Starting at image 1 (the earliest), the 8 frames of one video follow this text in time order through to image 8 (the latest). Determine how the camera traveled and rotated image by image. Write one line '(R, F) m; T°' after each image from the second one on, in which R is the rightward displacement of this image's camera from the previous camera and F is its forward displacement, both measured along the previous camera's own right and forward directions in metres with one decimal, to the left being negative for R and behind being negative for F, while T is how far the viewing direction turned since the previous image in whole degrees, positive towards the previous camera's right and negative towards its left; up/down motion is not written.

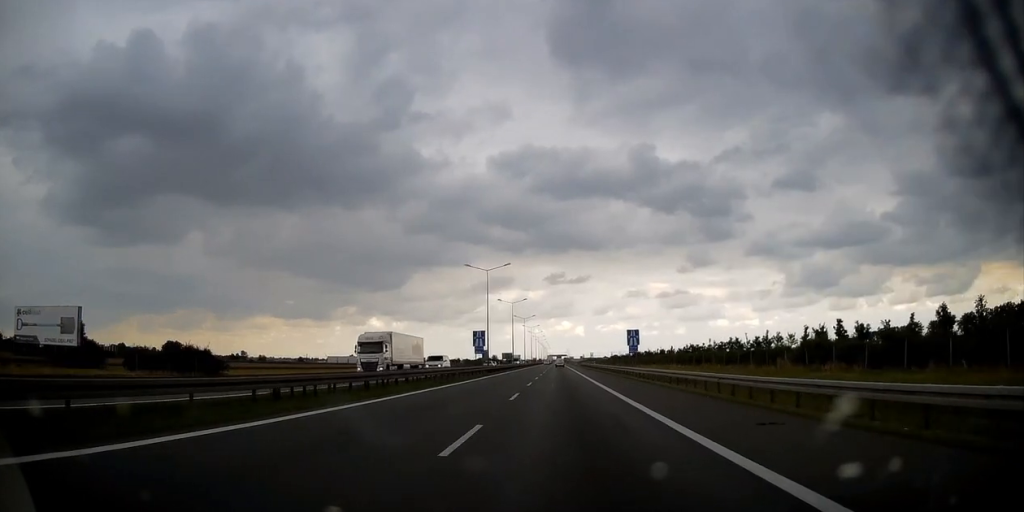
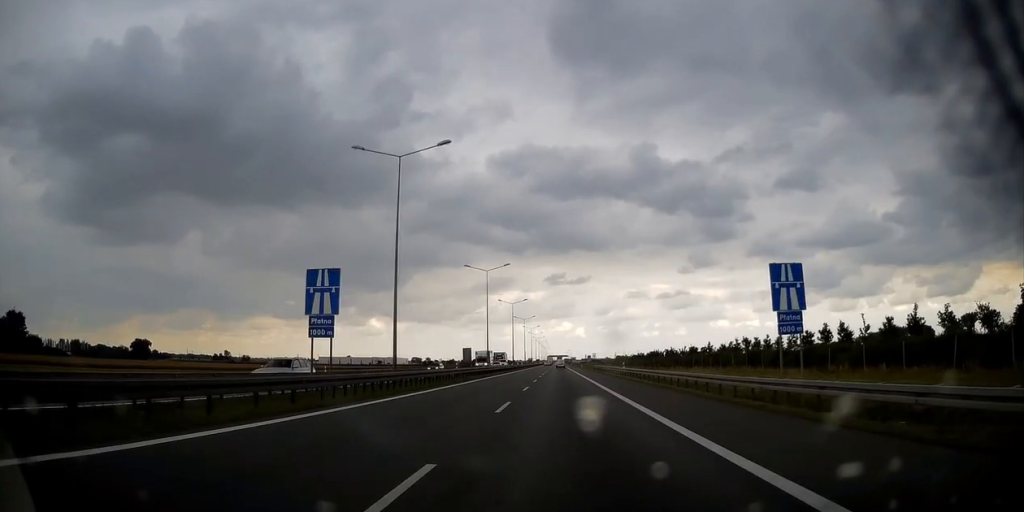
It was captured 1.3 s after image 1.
(+0.3, +40.7) m; +1°
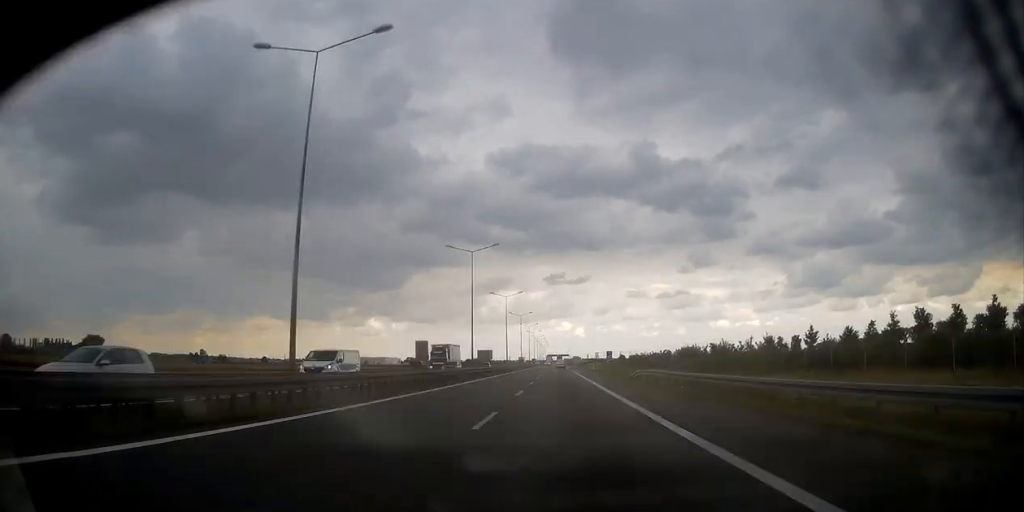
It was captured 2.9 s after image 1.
(0.0, +50.9) m; 0°
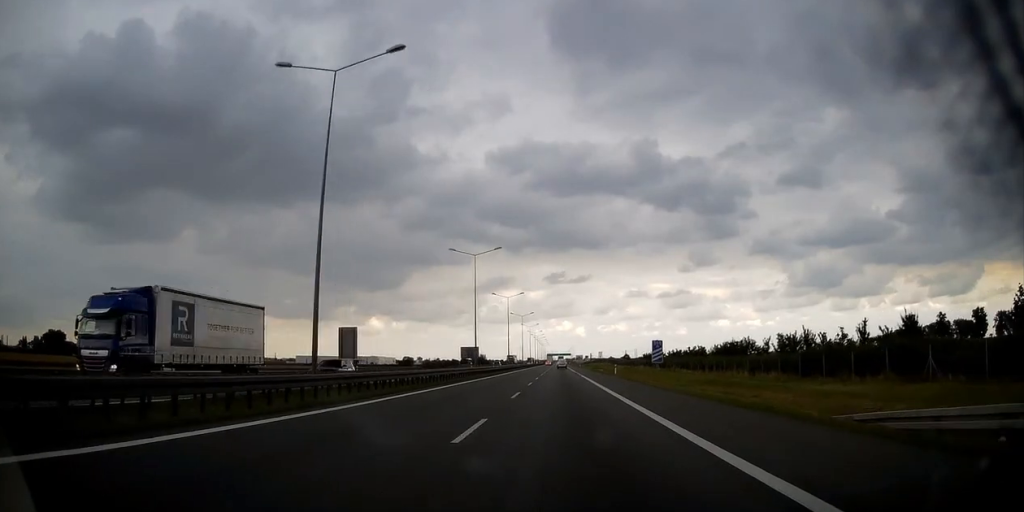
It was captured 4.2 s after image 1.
(-0.3, +38.1) m; 0°
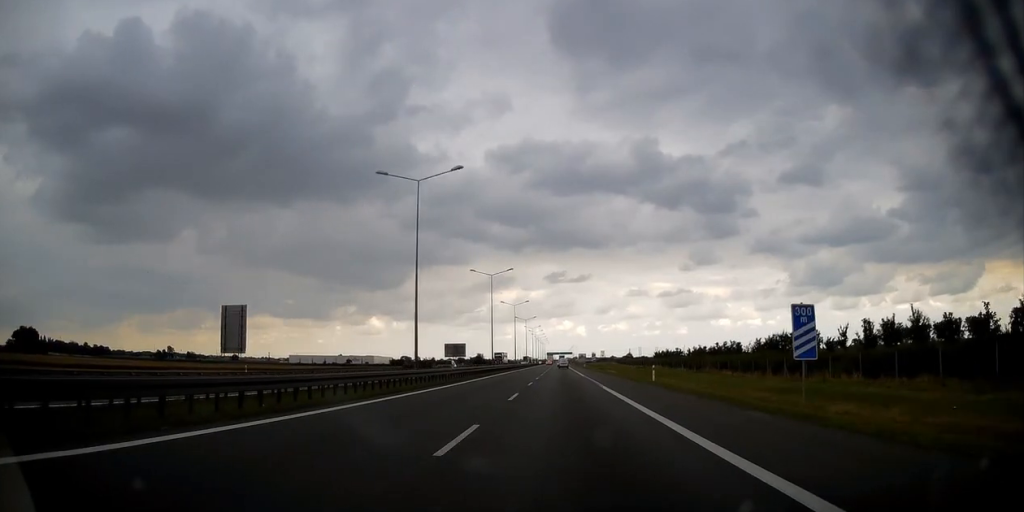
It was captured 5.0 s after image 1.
(+0.3, +25.5) m; 0°
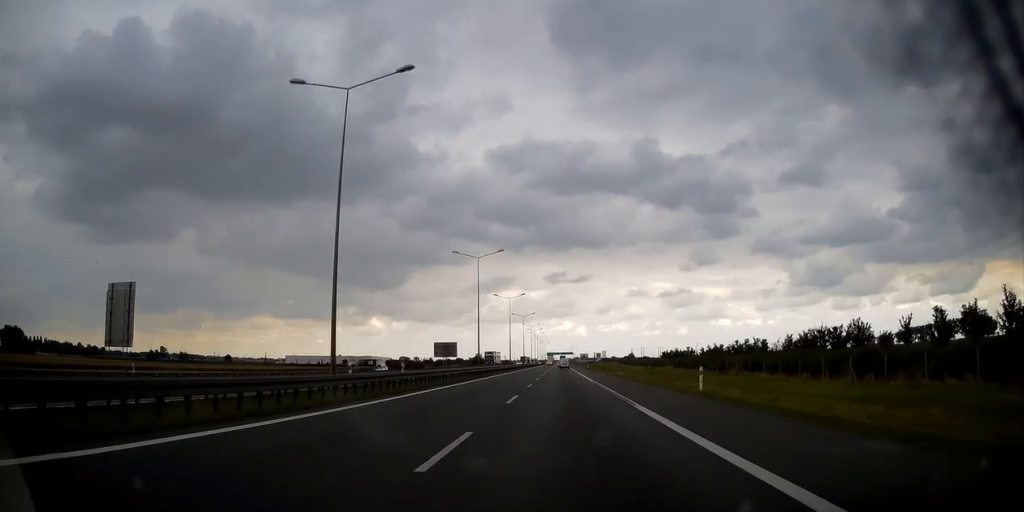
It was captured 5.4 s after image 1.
(0.0, +13.2) m; 0°
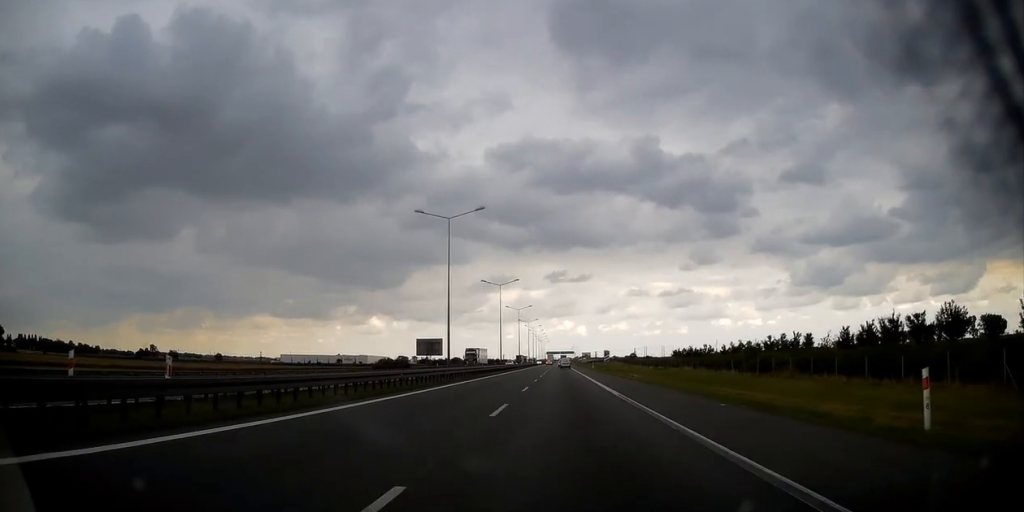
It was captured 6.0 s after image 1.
(-0.2, +17.1) m; 0°
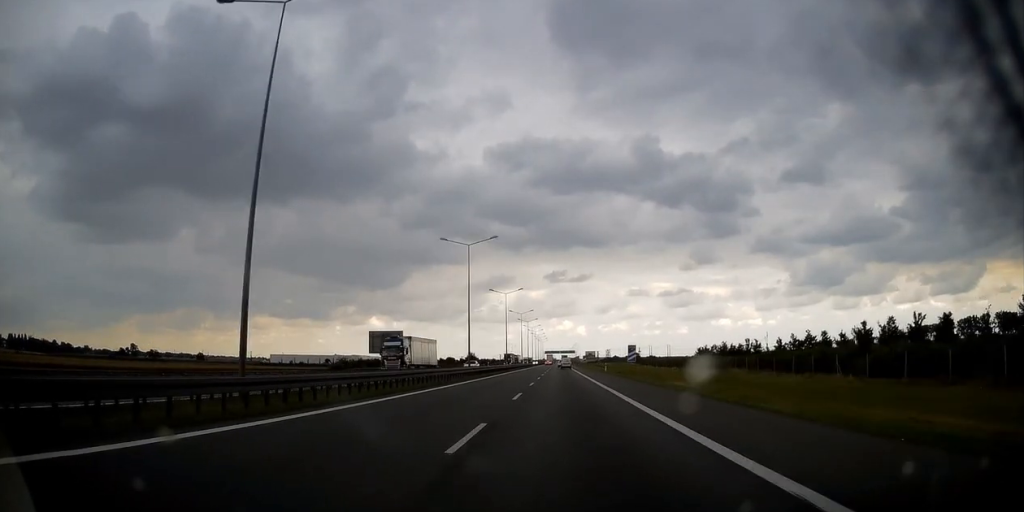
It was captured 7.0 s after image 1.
(0.0, +29.9) m; 0°
